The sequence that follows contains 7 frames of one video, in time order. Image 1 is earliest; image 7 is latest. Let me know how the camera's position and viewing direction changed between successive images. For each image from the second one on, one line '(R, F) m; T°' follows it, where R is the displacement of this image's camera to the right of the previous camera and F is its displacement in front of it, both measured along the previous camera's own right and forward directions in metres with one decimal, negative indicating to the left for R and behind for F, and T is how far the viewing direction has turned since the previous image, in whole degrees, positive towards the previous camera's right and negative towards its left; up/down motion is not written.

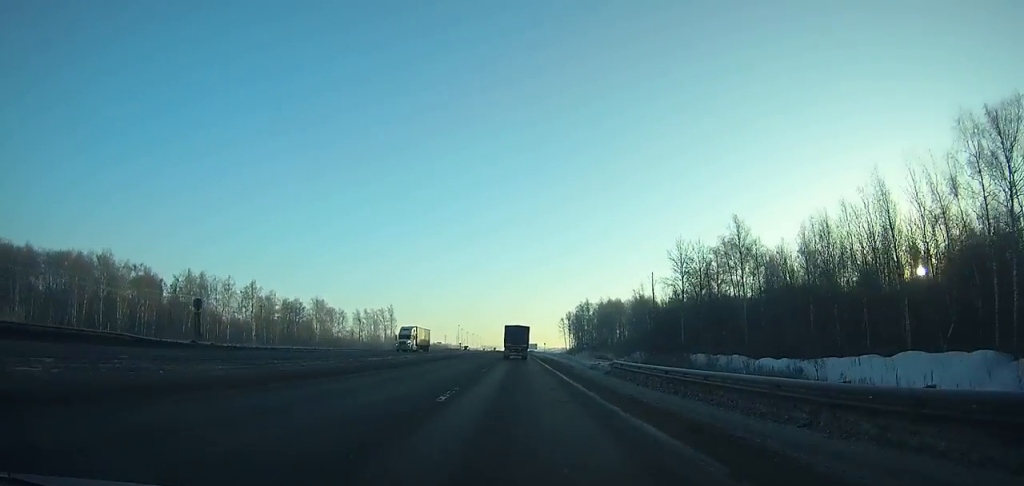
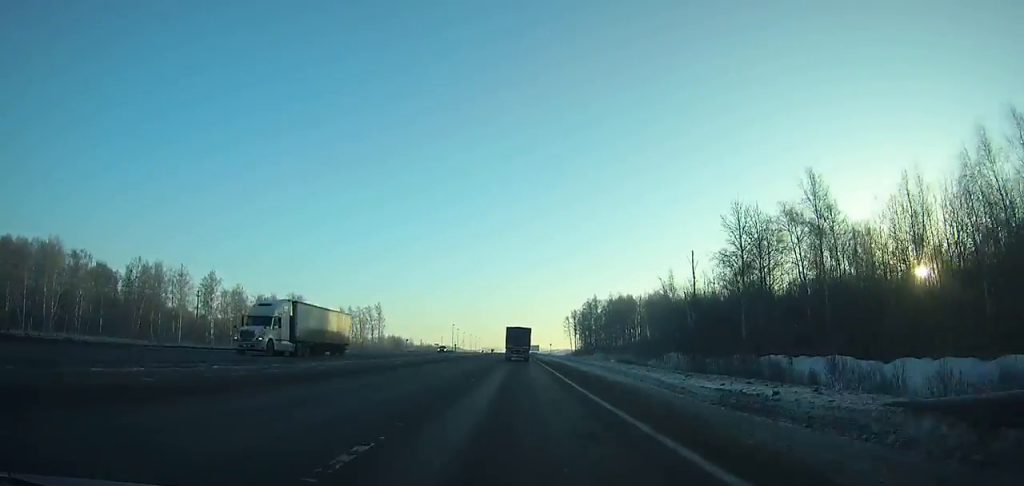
(0.0, +24.1) m; 0°
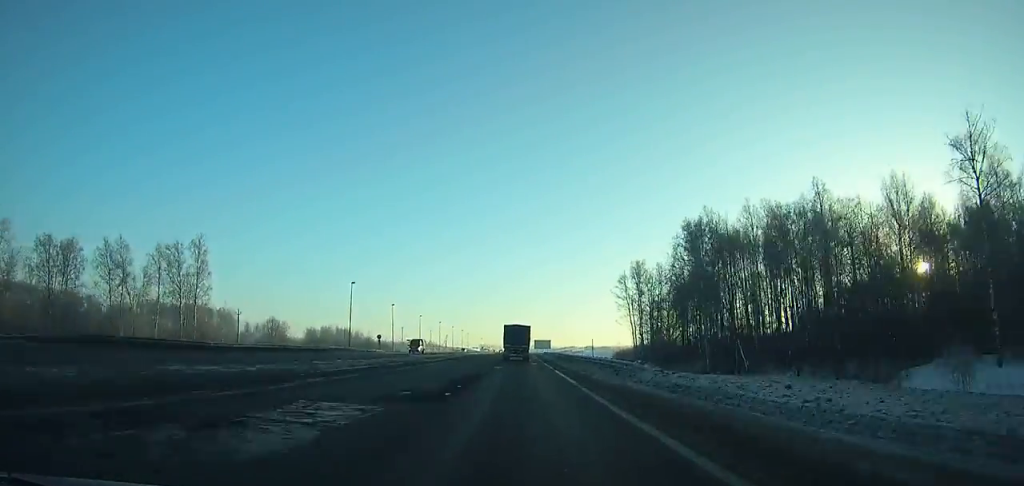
(-0.8, +134.0) m; 0°
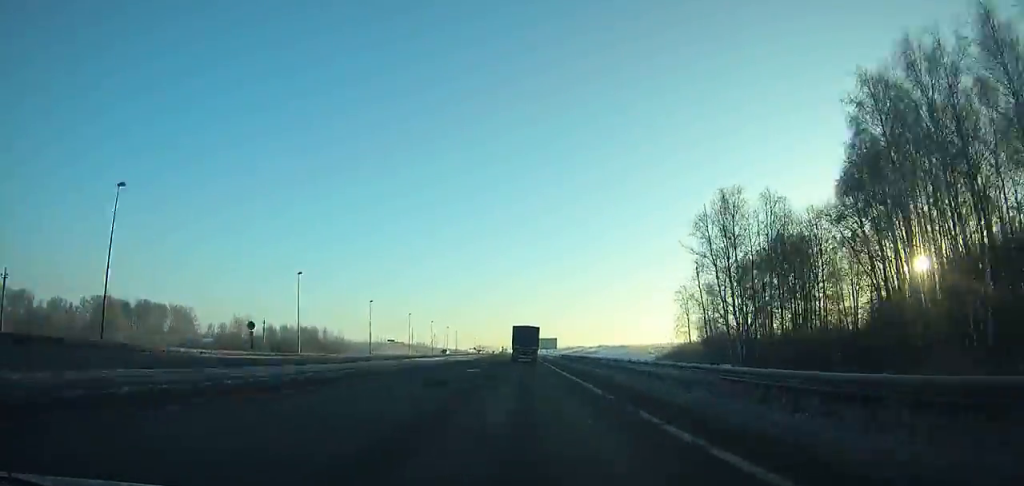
(+0.2, +53.5) m; 0°
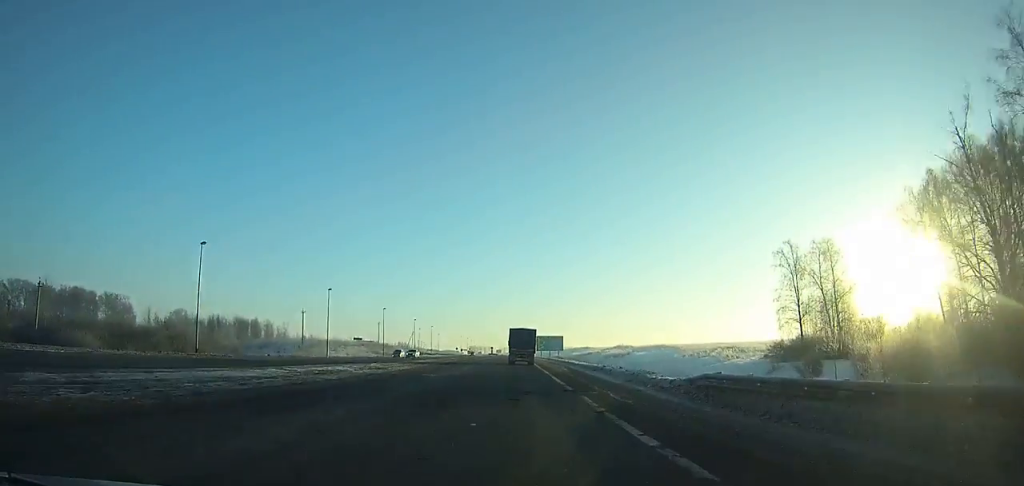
(+0.3, +58.8) m; 0°
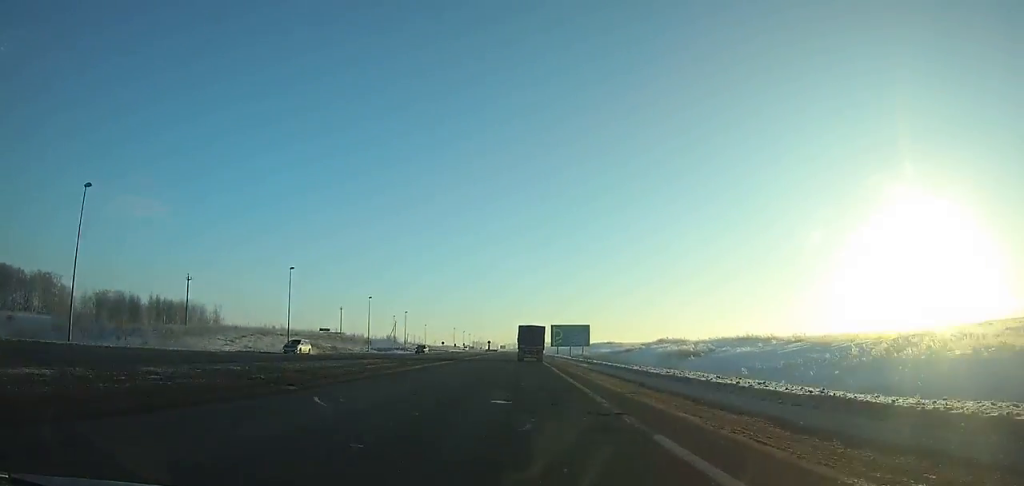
(+0.1, +54.2) m; 0°
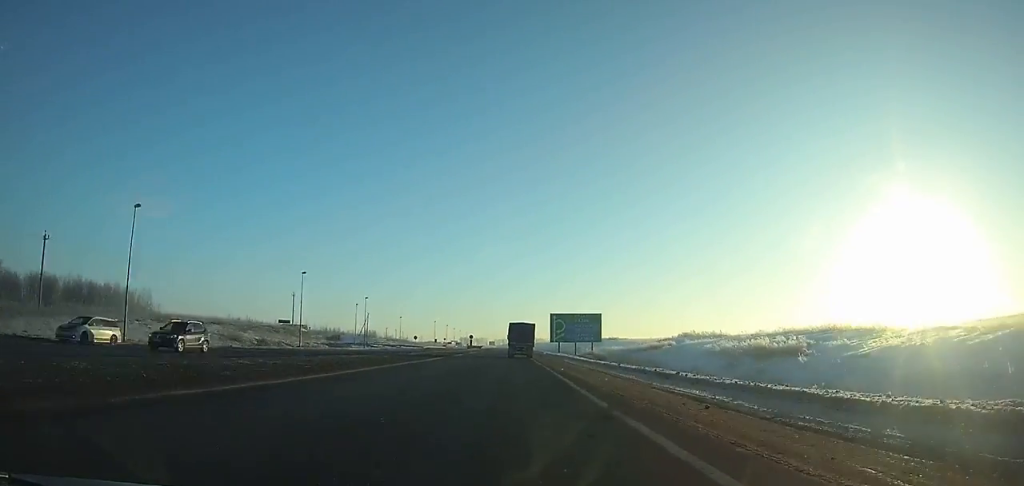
(0.0, +30.8) m; 0°
